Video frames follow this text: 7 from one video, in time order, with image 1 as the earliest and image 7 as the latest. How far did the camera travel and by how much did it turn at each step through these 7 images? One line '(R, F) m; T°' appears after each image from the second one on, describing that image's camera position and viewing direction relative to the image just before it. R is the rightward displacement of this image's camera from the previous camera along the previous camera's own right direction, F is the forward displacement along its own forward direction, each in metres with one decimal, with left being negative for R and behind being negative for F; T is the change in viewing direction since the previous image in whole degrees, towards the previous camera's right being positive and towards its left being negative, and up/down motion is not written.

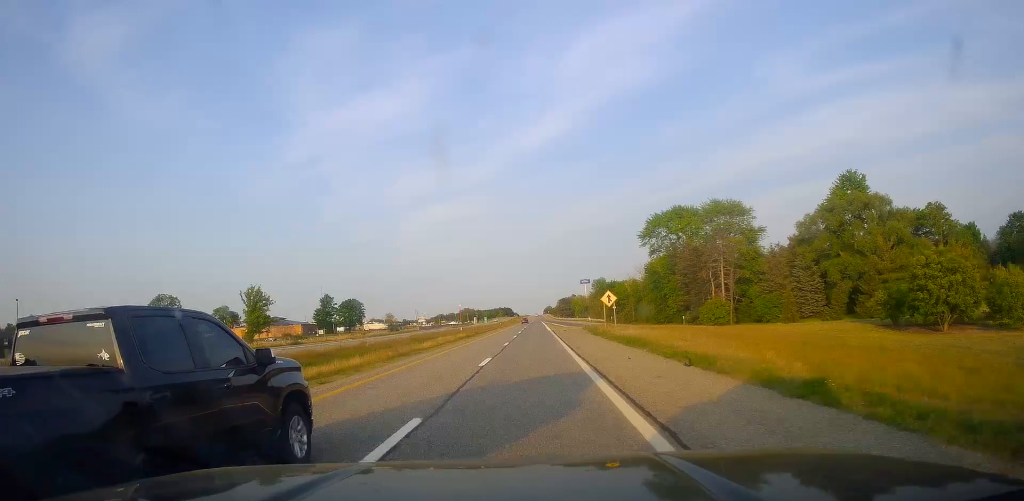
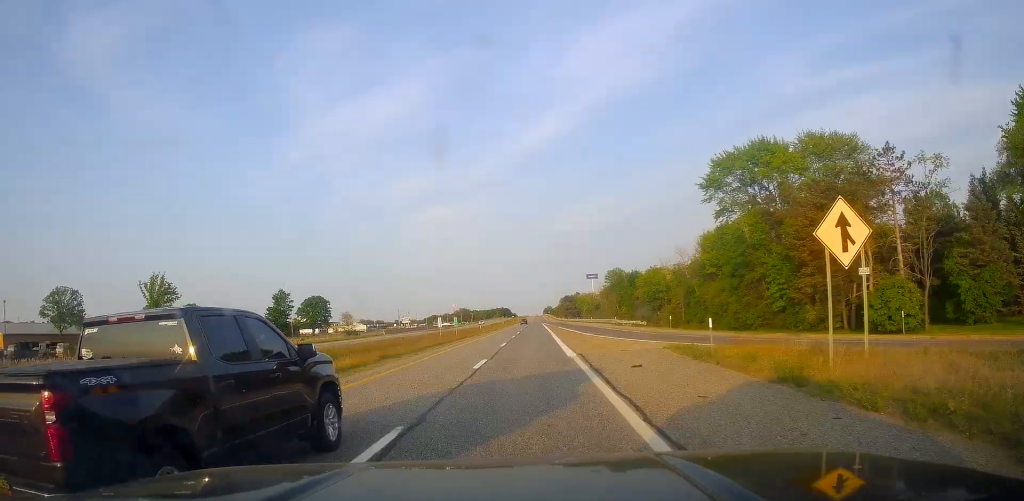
(0.0, +46.7) m; 0°
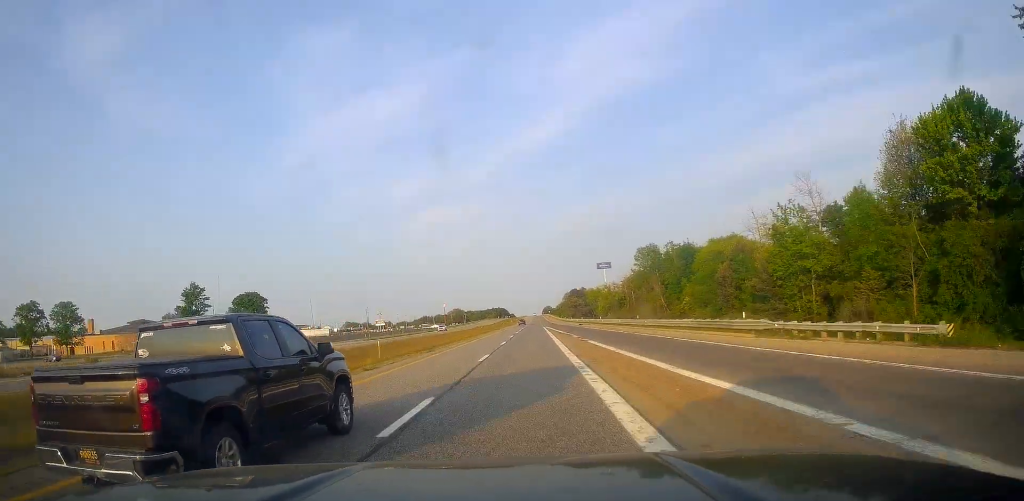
(+0.7, +57.5) m; +1°
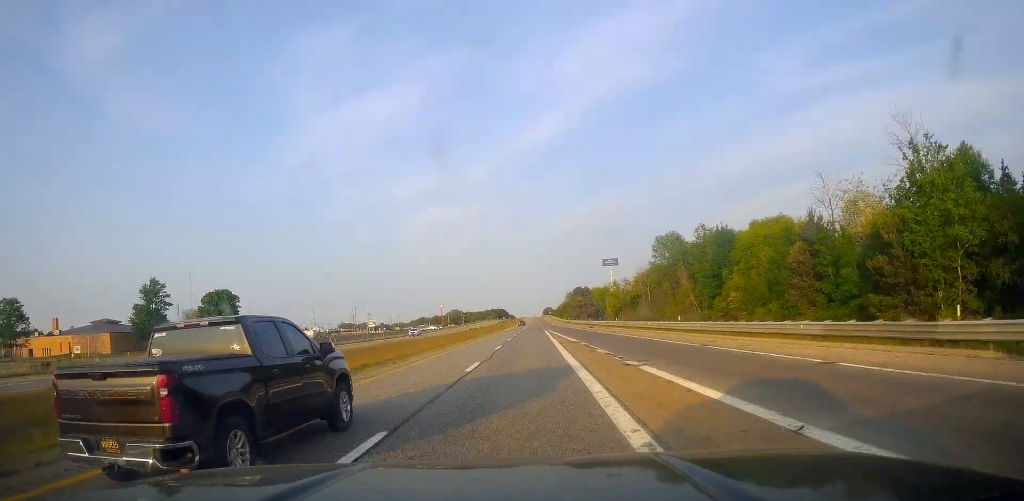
(-0.2, +19.1) m; 0°
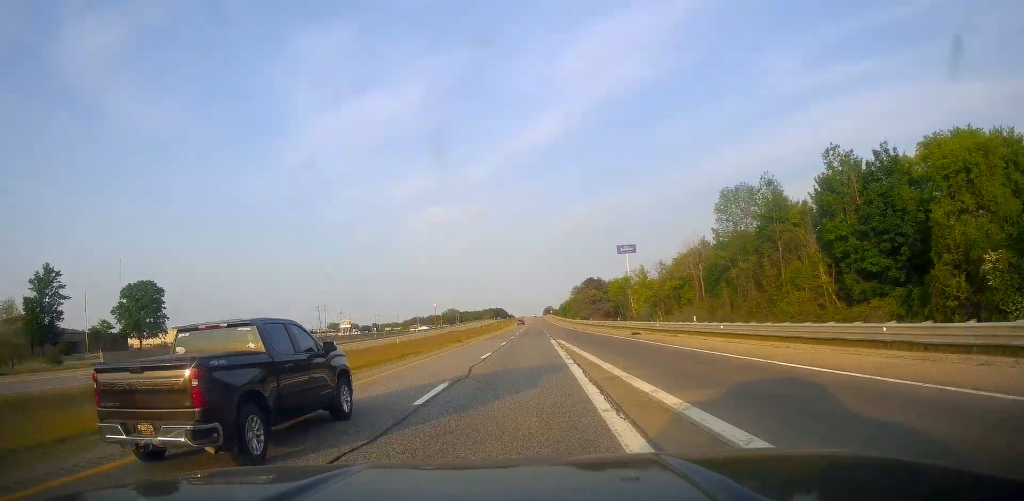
(-0.3, +38.3) m; 0°
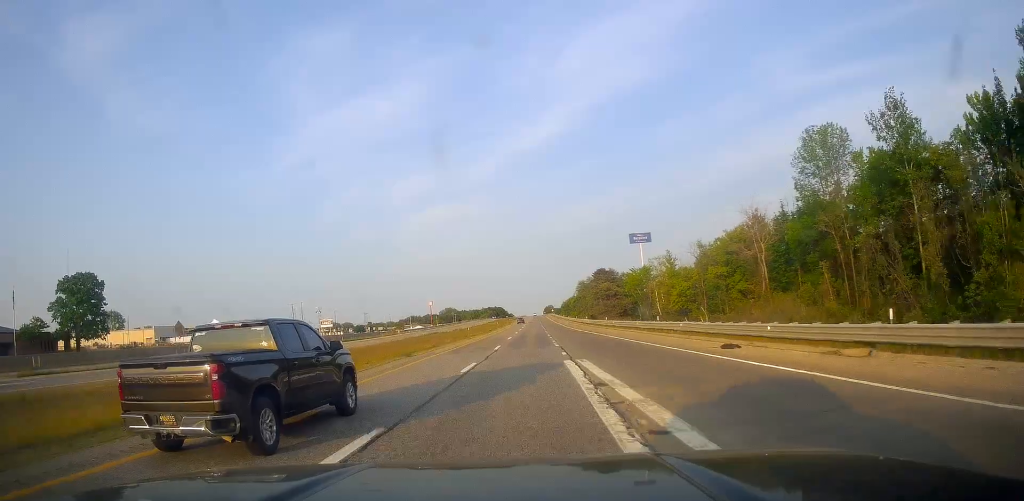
(0.0, +22.7) m; 0°
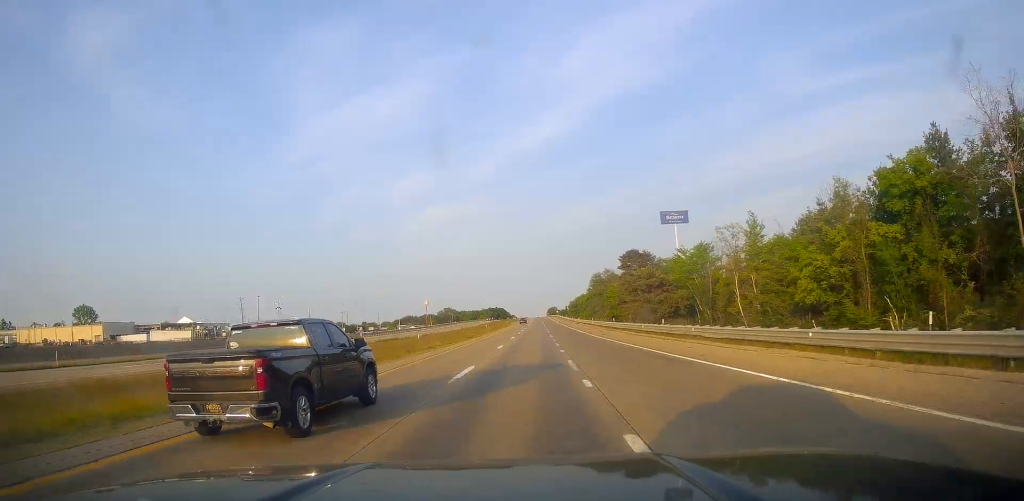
(+0.4, +34.8) m; 0°
